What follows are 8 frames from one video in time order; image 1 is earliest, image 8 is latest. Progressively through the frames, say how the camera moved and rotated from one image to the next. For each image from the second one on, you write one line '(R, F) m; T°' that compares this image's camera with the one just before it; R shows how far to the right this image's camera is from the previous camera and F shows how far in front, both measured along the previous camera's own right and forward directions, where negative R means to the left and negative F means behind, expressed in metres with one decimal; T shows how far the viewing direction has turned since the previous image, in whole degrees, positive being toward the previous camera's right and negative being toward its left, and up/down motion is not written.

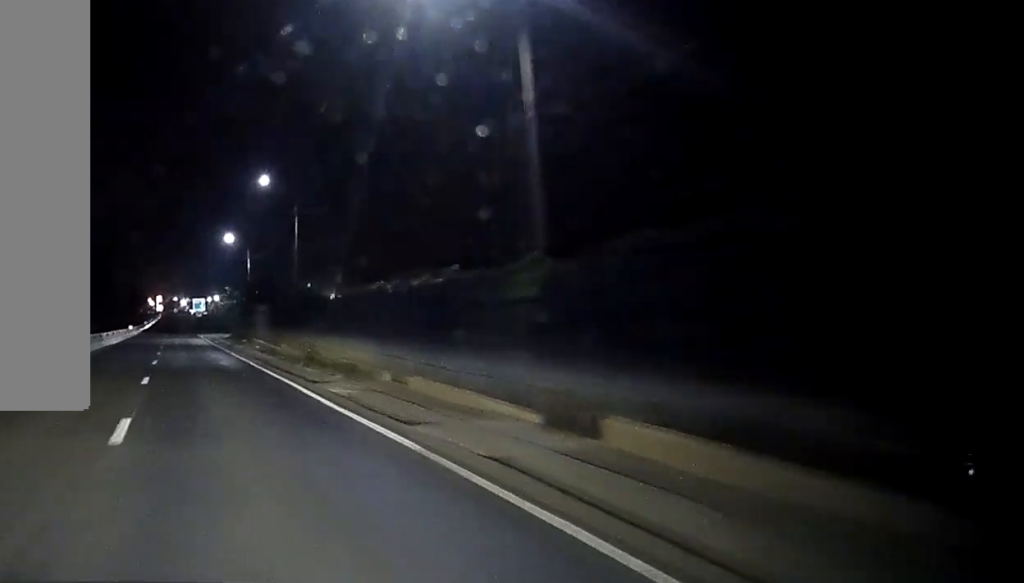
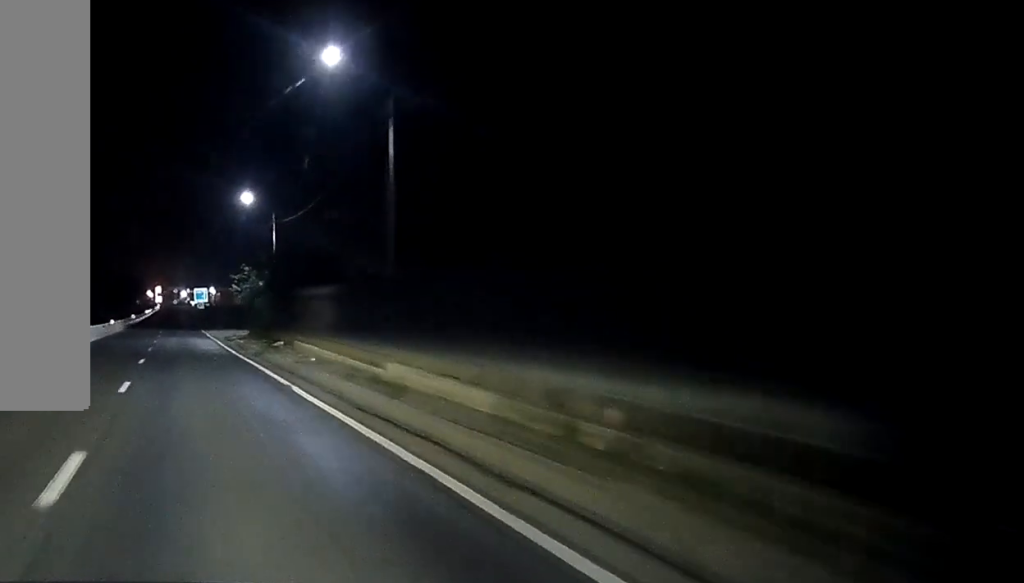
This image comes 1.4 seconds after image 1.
(-0.1, +28.4) m; 0°
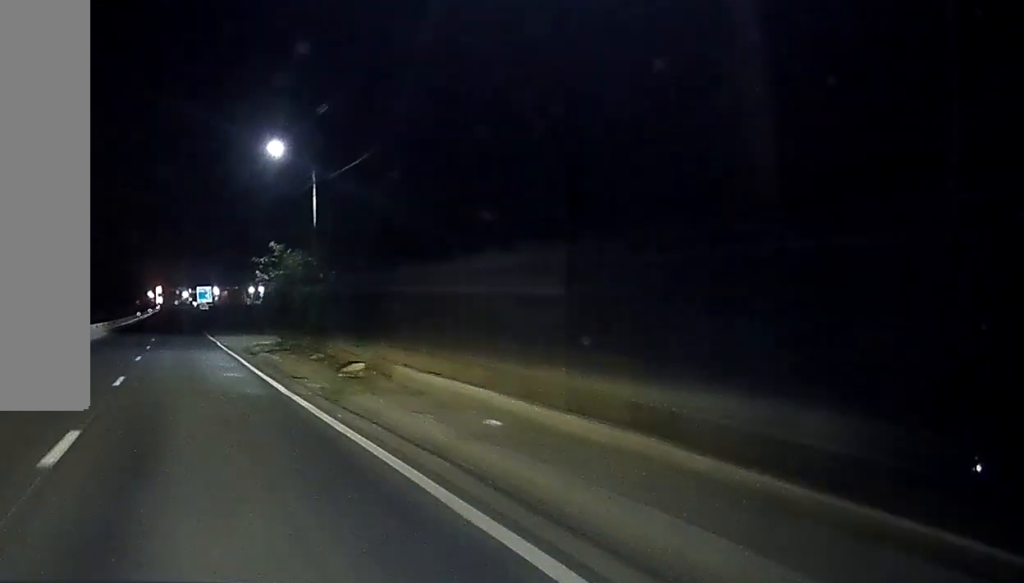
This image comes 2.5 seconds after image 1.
(+0.1, +22.0) m; 0°
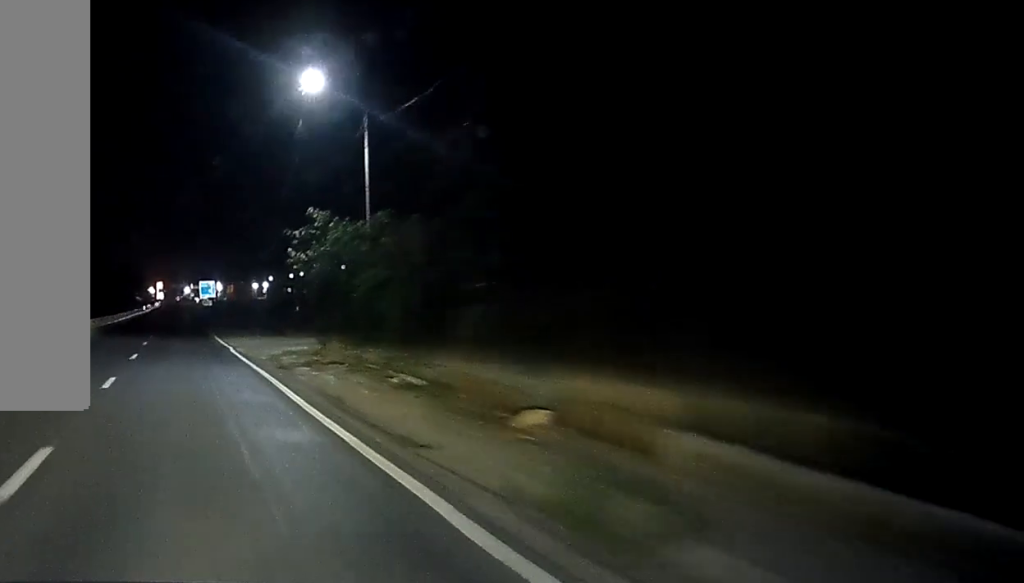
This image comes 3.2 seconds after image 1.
(-0.1, +14.1) m; 0°
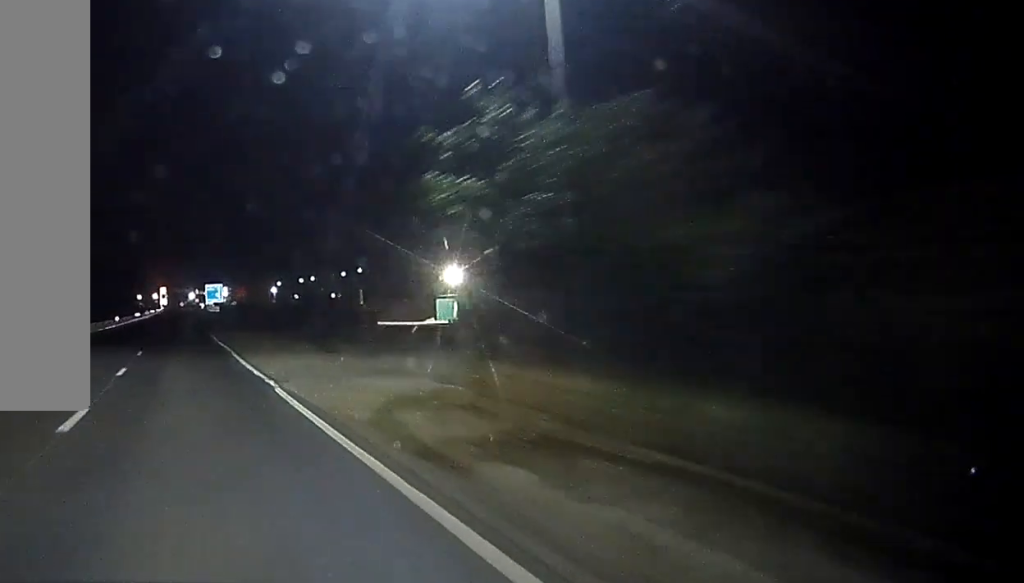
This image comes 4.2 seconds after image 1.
(-0.1, +18.9) m; 0°
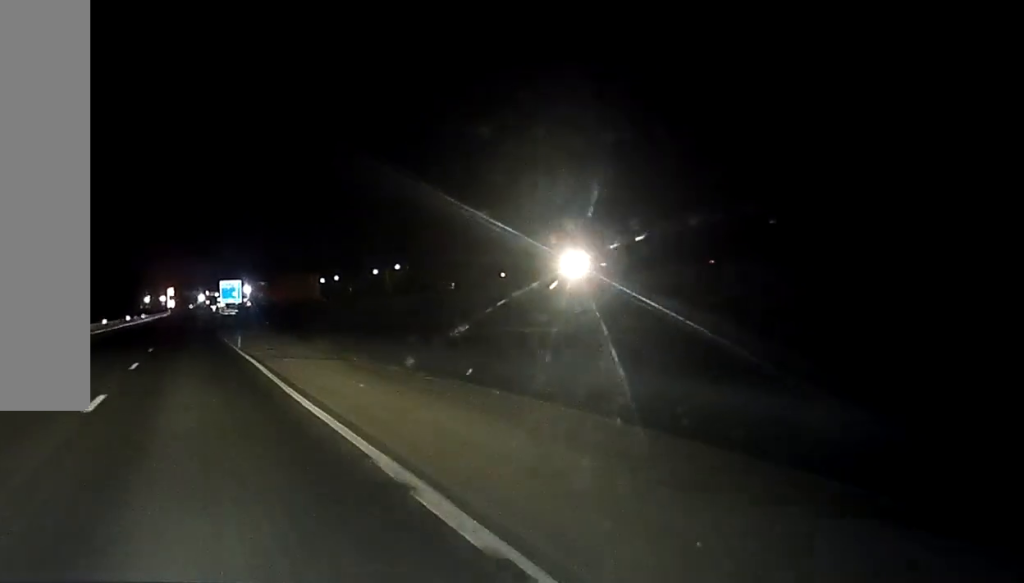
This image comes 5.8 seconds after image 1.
(-0.1, +34.0) m; 0°
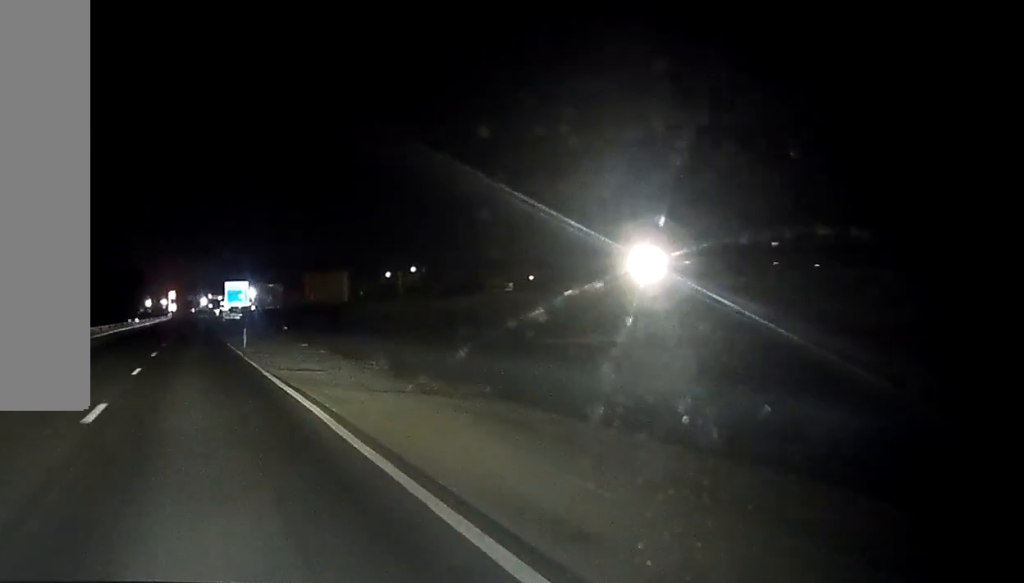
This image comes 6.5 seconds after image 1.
(0.0, +12.9) m; 0°
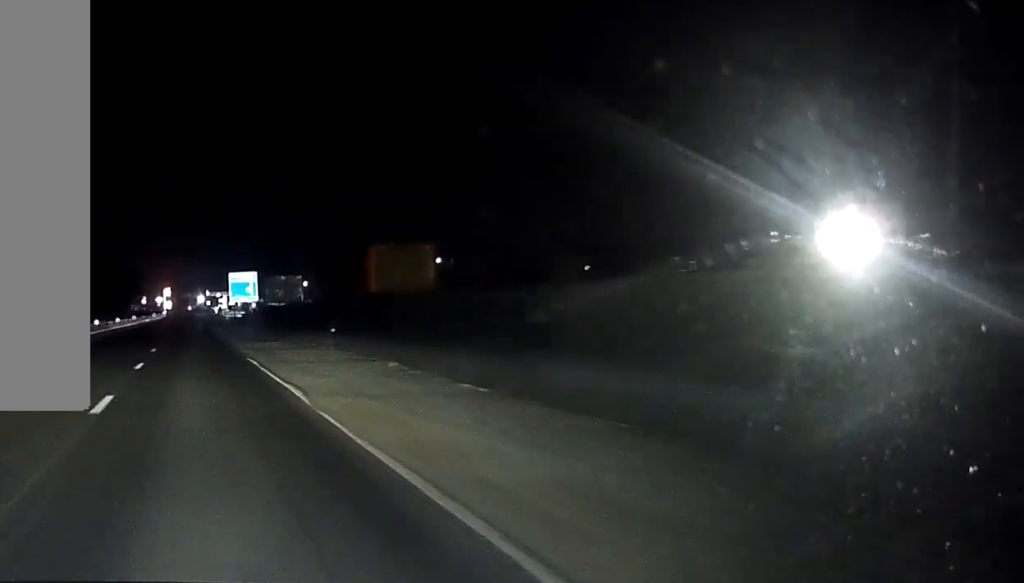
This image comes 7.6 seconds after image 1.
(0.0, +23.2) m; 0°
